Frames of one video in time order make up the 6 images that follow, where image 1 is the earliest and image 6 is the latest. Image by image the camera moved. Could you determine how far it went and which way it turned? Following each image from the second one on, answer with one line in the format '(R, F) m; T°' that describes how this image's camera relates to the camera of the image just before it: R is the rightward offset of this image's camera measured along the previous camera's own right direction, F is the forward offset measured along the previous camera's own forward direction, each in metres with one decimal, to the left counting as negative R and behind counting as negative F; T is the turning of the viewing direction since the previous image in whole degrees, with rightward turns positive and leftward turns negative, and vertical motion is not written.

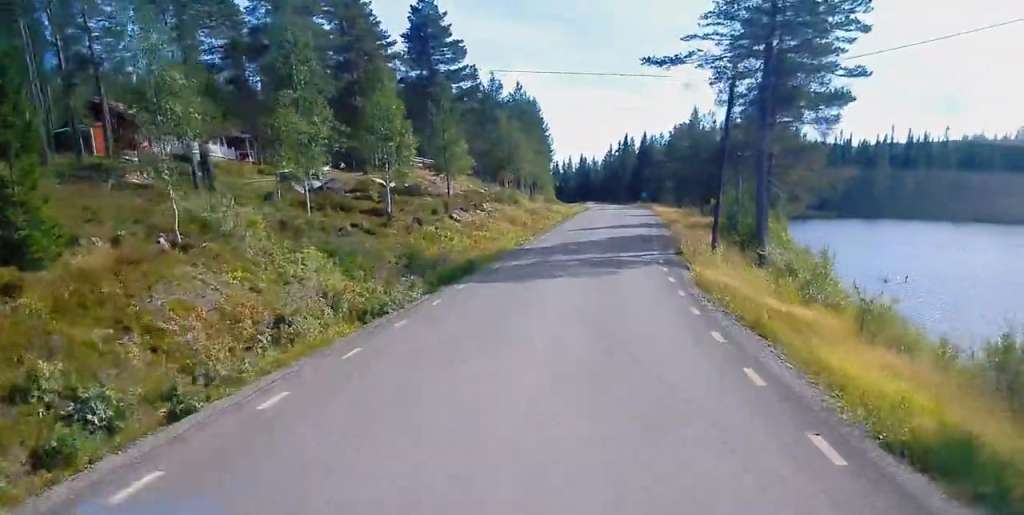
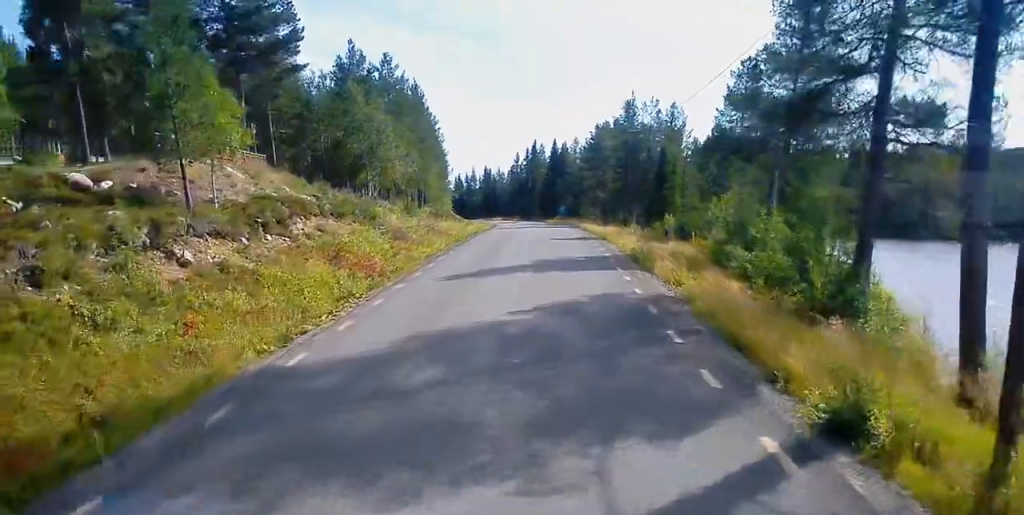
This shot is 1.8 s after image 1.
(0.0, +24.2) m; +1°
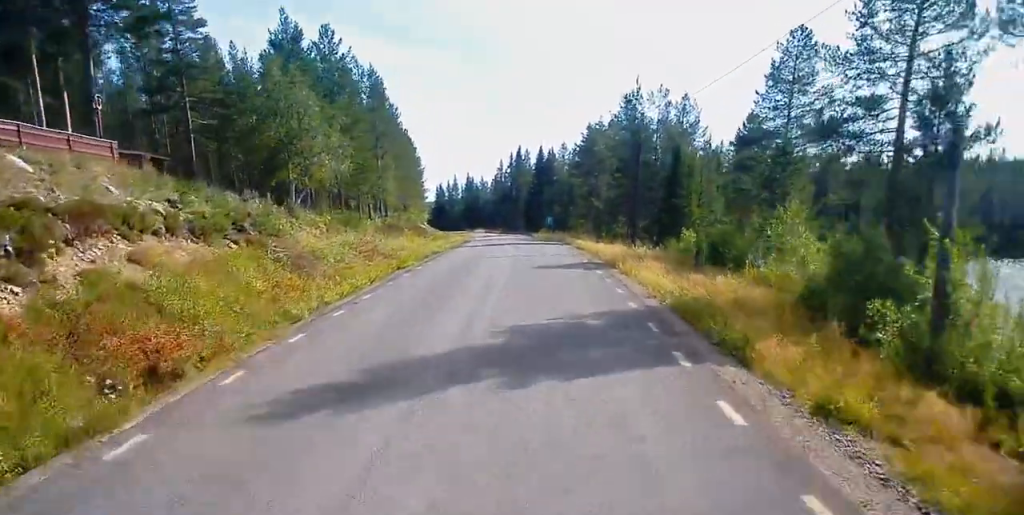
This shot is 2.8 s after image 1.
(+0.2, +13.0) m; +6°
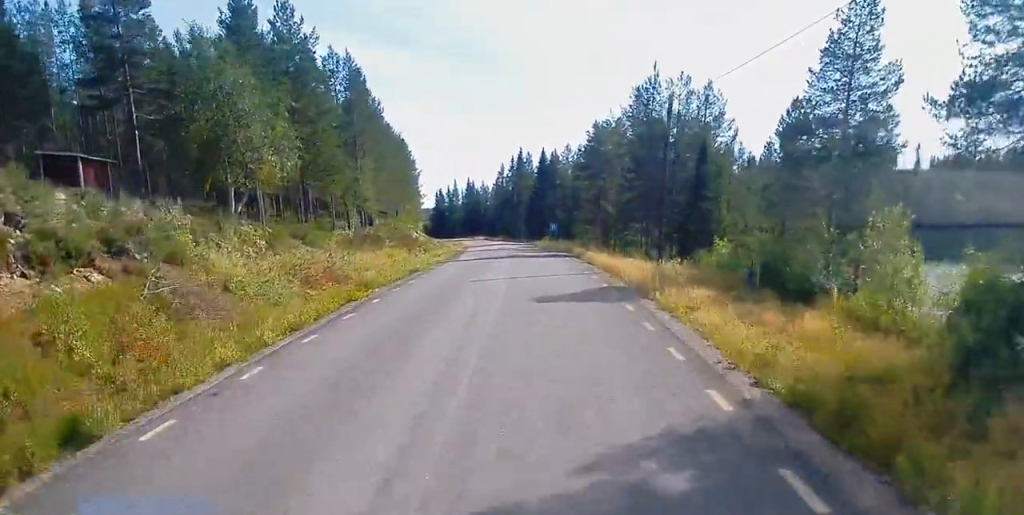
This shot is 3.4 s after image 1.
(+0.4, +7.7) m; +8°
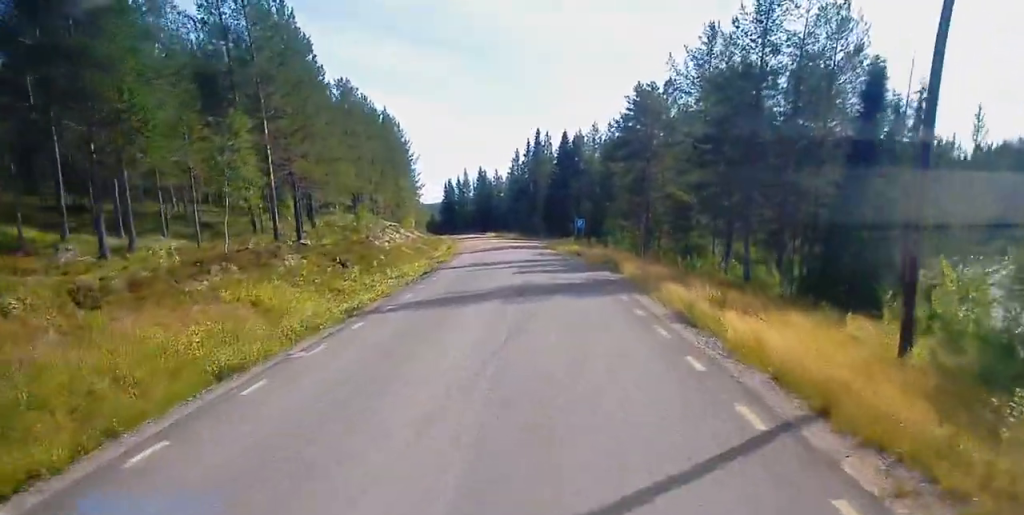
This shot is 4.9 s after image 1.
(+2.6, +22.3) m; +5°
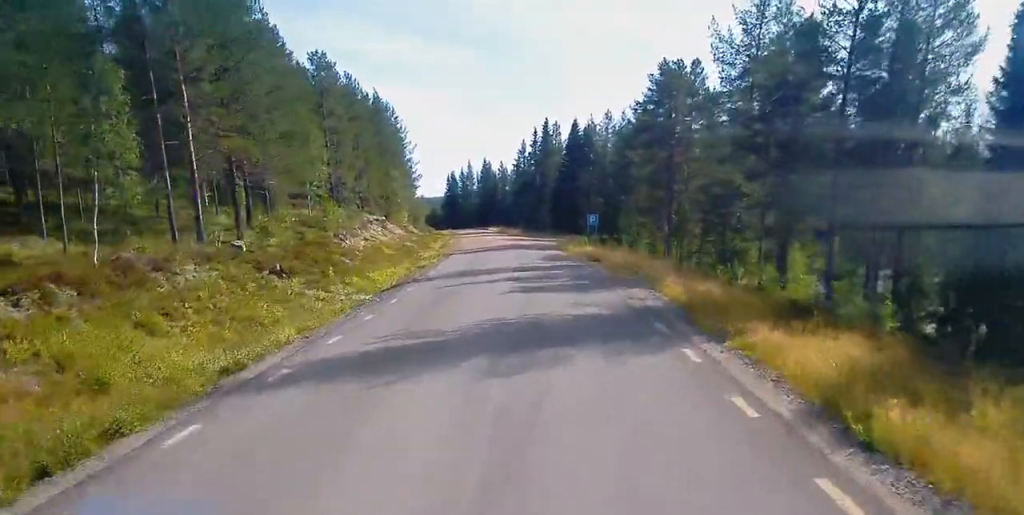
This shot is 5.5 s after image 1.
(-0.4, +8.8) m; -3°
